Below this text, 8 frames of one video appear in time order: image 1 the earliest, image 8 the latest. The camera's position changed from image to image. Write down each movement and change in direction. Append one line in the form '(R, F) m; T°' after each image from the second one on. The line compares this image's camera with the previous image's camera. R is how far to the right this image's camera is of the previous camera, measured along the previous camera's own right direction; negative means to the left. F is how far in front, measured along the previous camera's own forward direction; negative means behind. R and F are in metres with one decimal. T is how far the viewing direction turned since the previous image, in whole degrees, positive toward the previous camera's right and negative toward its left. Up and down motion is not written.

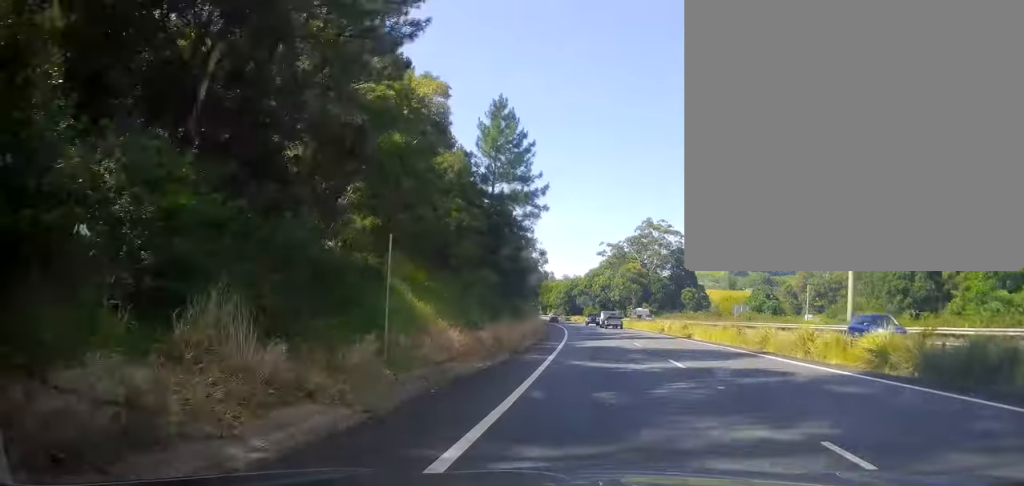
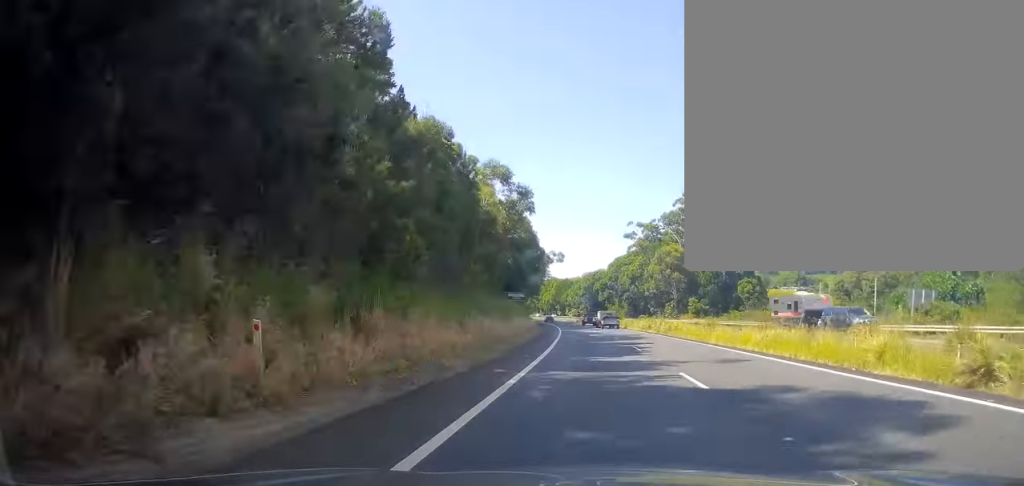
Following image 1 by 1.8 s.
(-1.6, +40.9) m; -4°
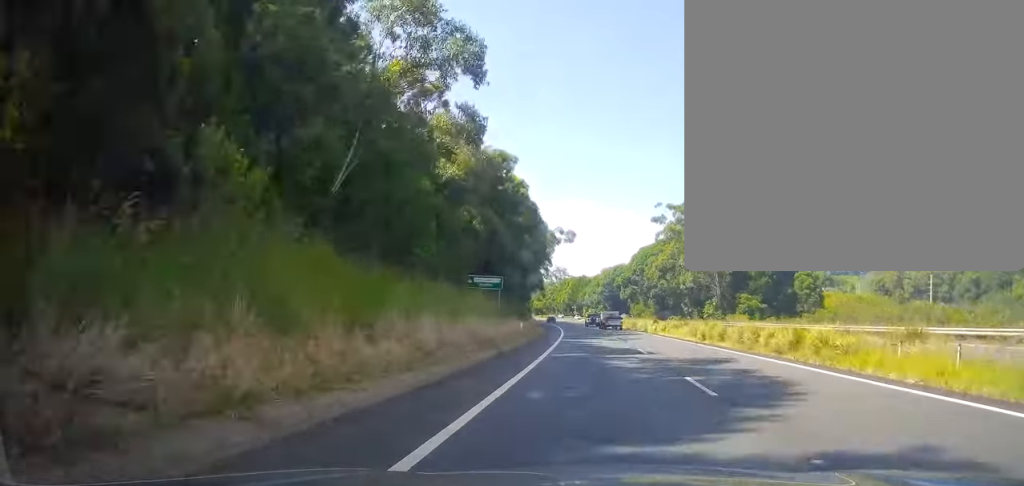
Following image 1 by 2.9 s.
(0.0, +24.8) m; 0°
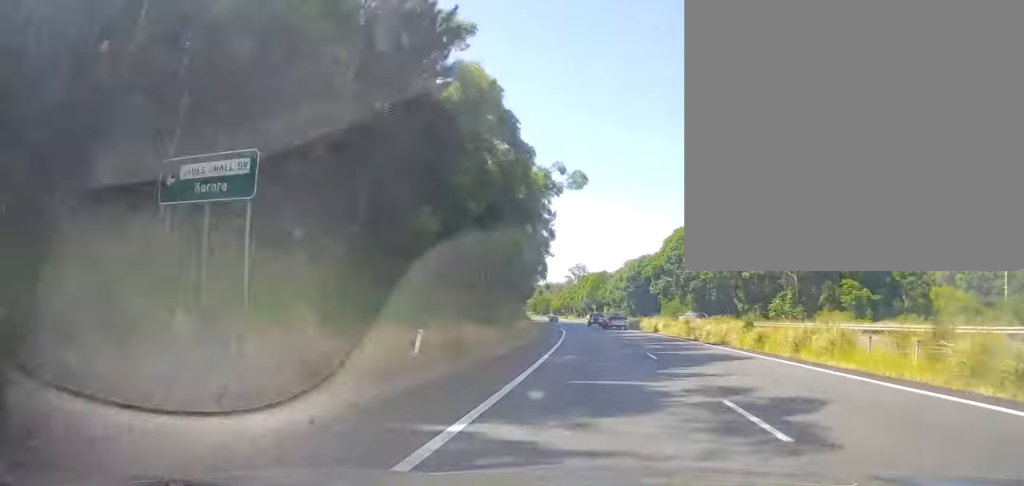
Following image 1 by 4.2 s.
(-0.3, +27.8) m; -2°
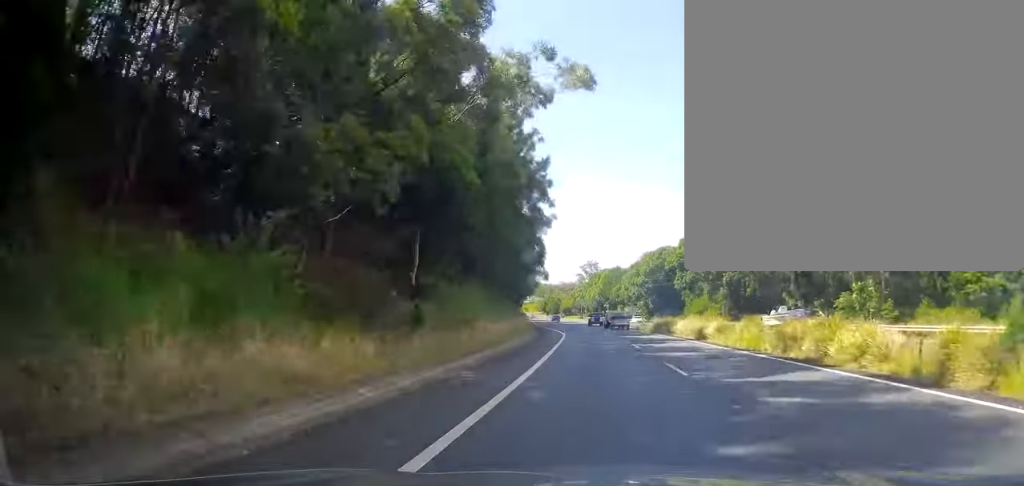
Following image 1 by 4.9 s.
(-0.2, +17.4) m; -1°
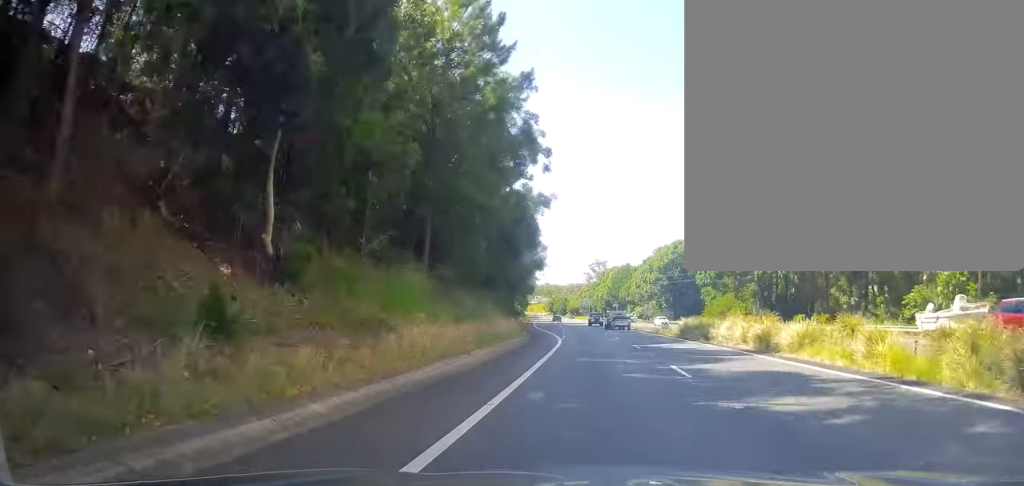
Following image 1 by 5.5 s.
(-0.2, +12.1) m; 0°
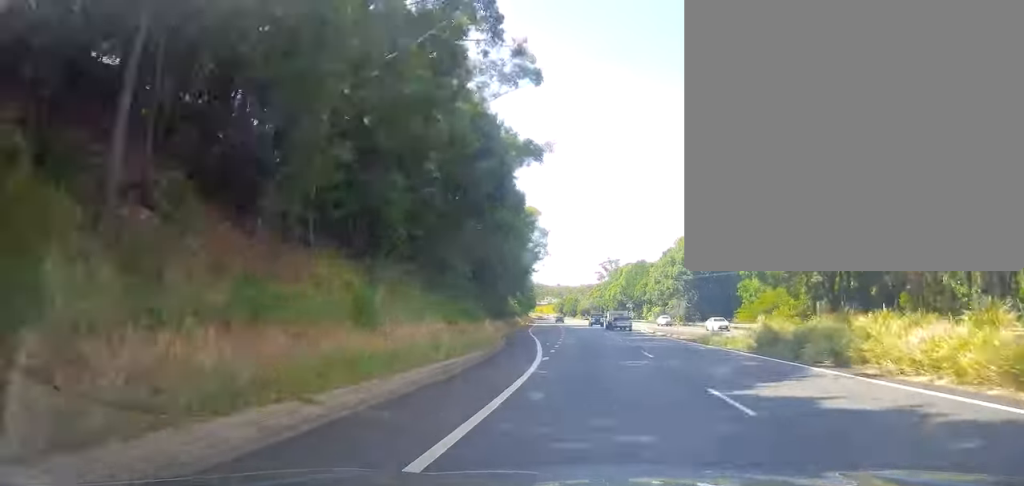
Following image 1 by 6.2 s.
(0.0, +17.4) m; -2°
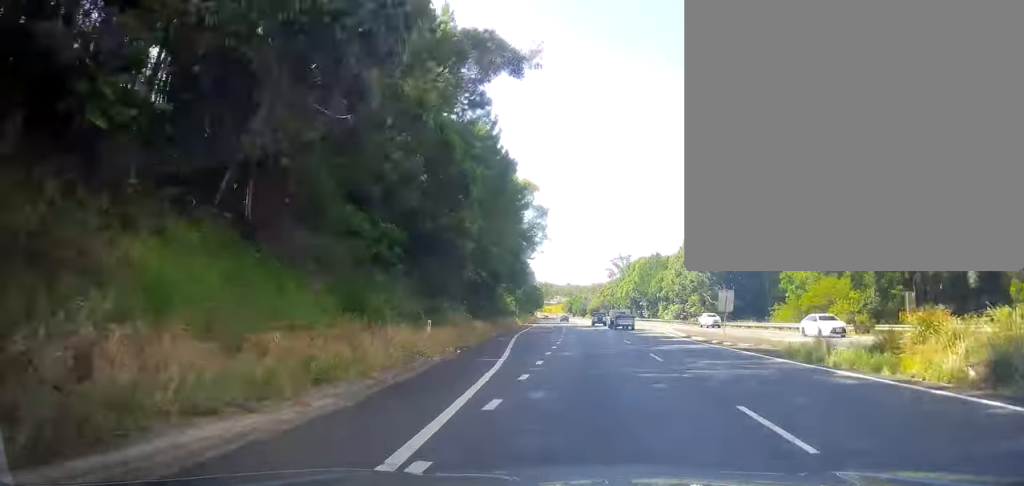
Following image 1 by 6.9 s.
(+0.2, +14.3) m; -2°
